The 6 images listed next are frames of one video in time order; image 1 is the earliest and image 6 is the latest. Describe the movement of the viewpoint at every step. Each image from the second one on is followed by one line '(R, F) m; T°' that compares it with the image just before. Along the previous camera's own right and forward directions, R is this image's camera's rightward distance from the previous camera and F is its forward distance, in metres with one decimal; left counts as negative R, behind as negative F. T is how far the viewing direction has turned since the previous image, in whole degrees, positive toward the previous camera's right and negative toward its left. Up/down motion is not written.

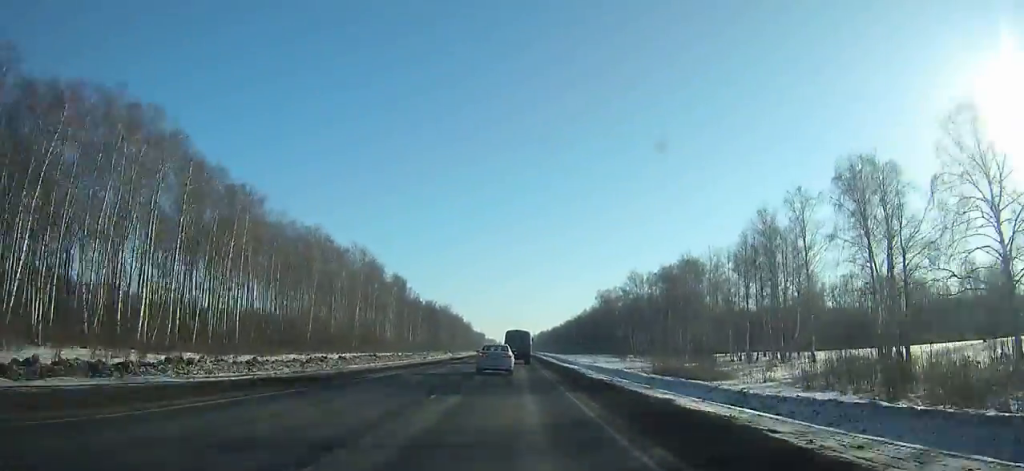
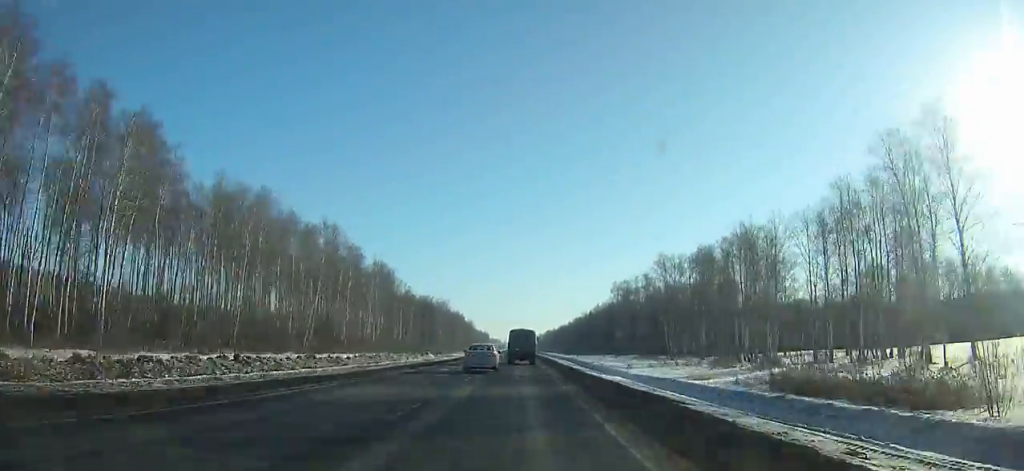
(-0.2, +28.6) m; 0°
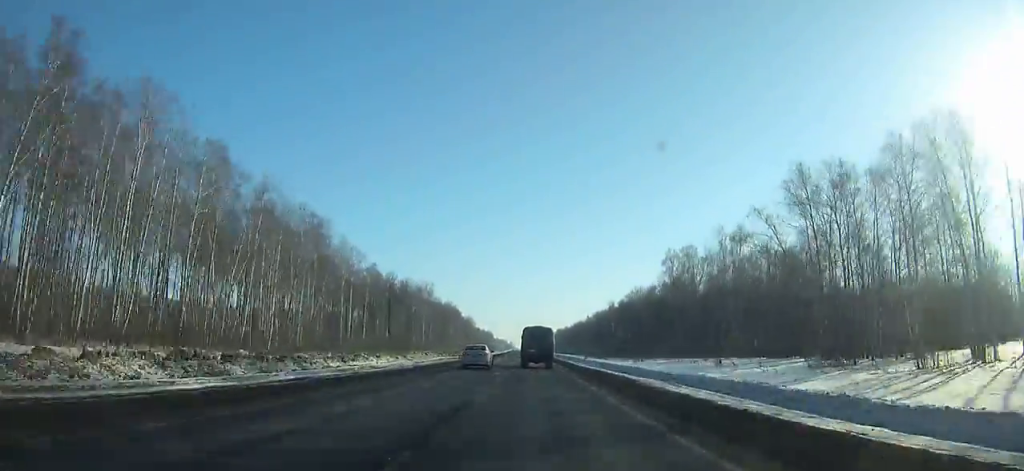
(-0.4, +68.5) m; 0°
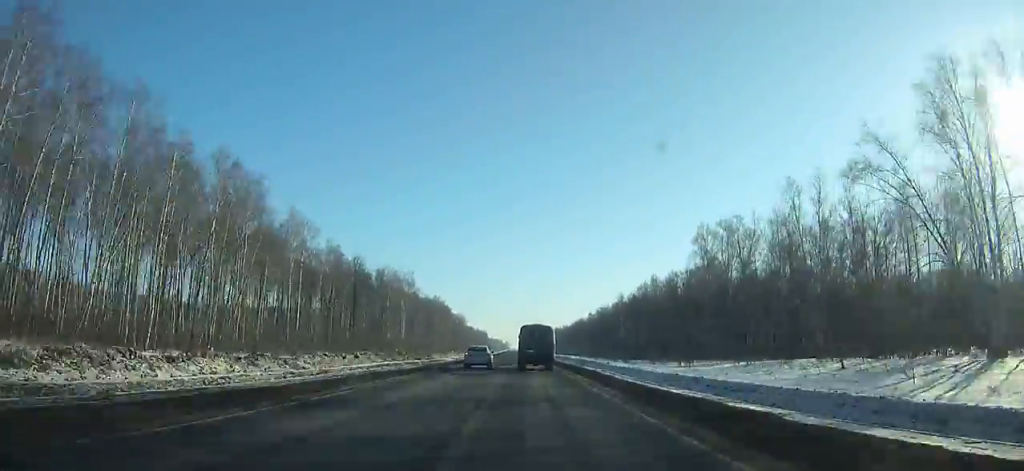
(+0.1, +30.7) m; 0°
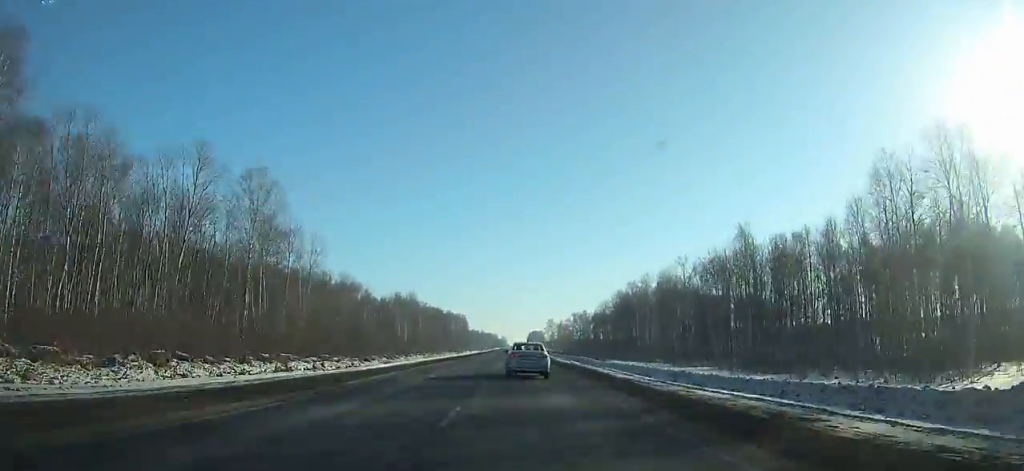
(+2.0, +300.2) m; +1°
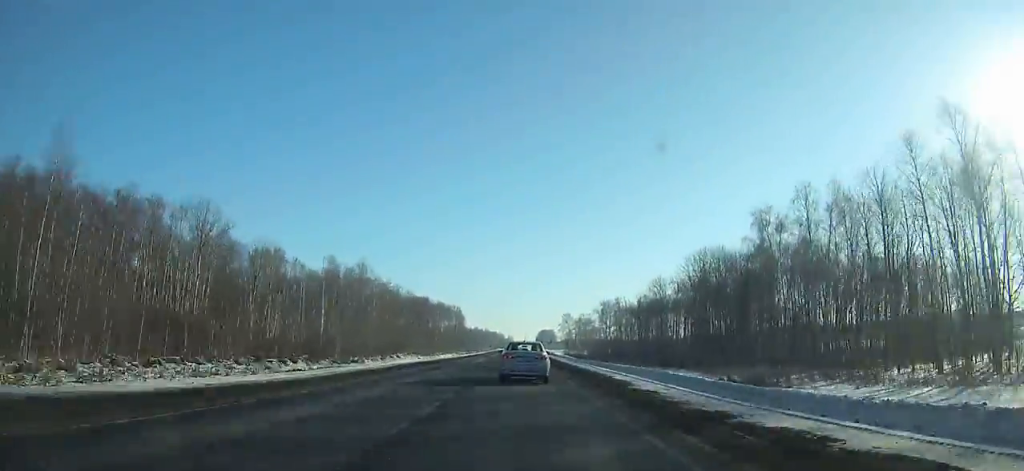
(-0.6, +82.1) m; -1°
